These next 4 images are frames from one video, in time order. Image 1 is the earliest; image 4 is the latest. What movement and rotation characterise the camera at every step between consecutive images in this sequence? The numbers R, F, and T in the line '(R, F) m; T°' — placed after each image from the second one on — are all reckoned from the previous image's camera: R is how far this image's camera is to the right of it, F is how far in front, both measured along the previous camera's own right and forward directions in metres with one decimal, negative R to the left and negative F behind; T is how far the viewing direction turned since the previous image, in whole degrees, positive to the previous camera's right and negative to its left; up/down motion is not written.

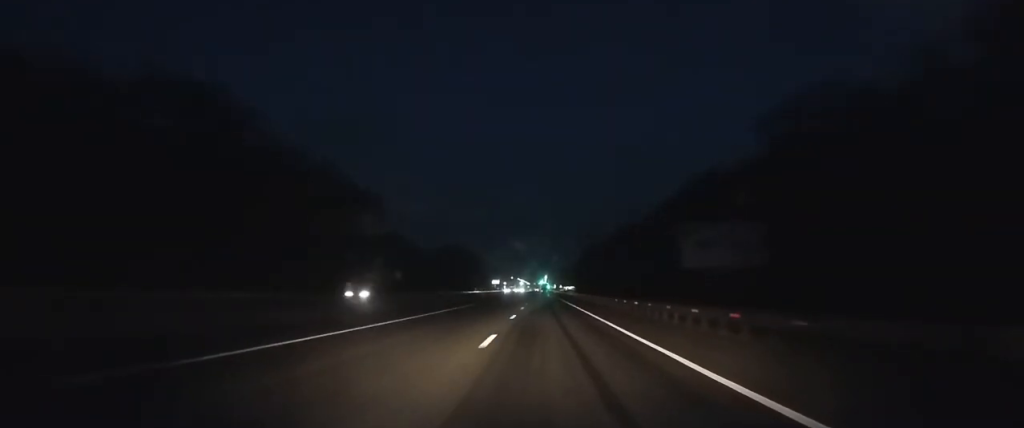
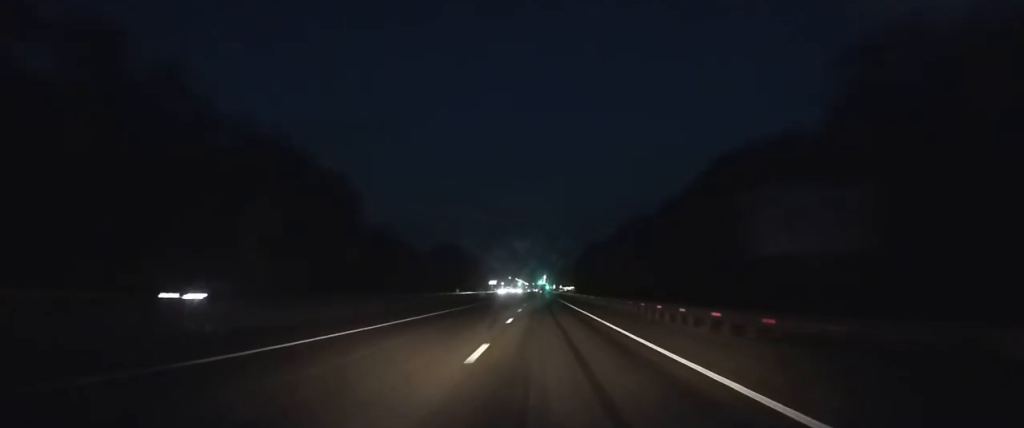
(+0.1, +15.4) m; 0°
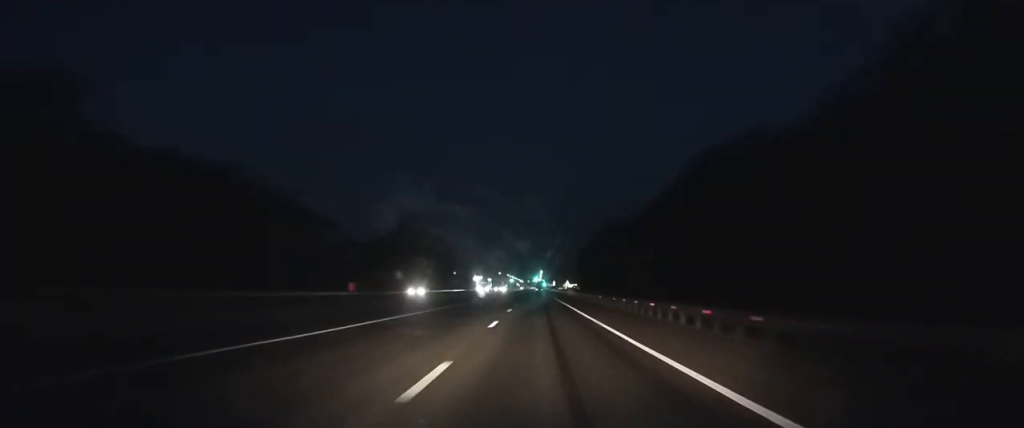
(0.0, +91.2) m; 0°
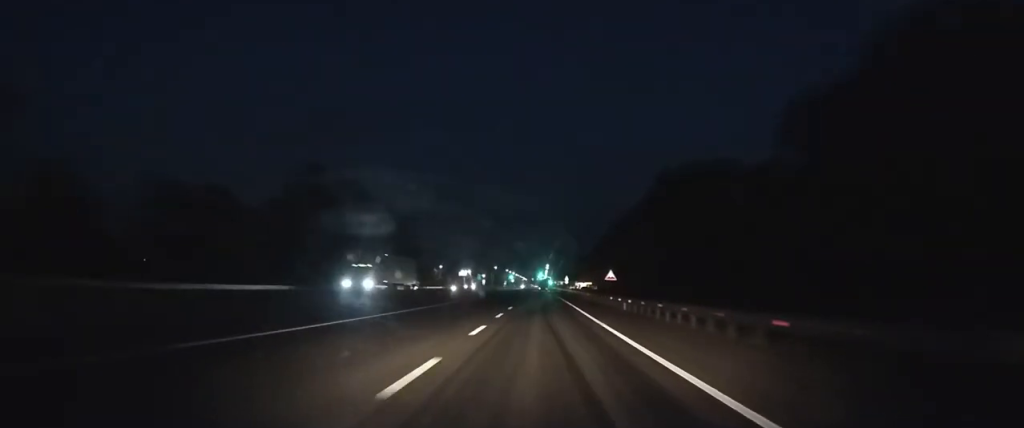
(-0.3, +78.7) m; 0°
